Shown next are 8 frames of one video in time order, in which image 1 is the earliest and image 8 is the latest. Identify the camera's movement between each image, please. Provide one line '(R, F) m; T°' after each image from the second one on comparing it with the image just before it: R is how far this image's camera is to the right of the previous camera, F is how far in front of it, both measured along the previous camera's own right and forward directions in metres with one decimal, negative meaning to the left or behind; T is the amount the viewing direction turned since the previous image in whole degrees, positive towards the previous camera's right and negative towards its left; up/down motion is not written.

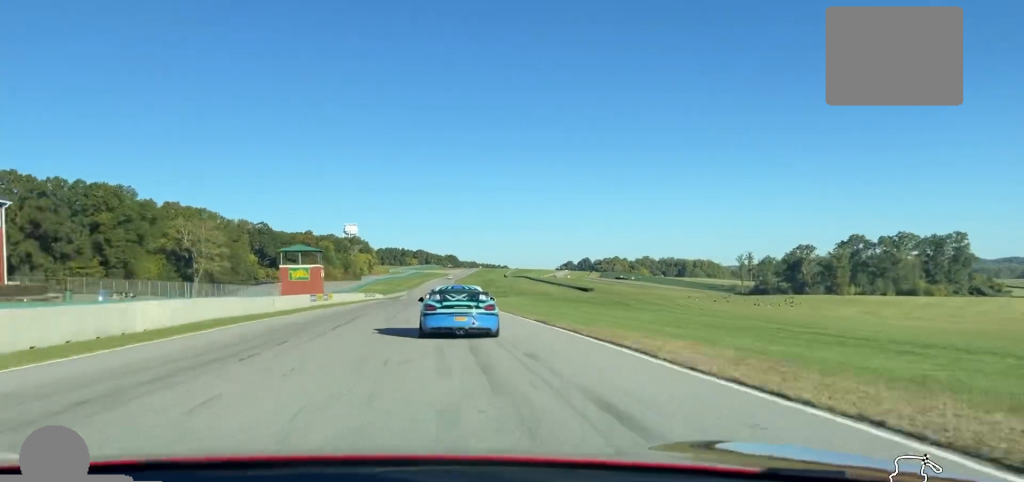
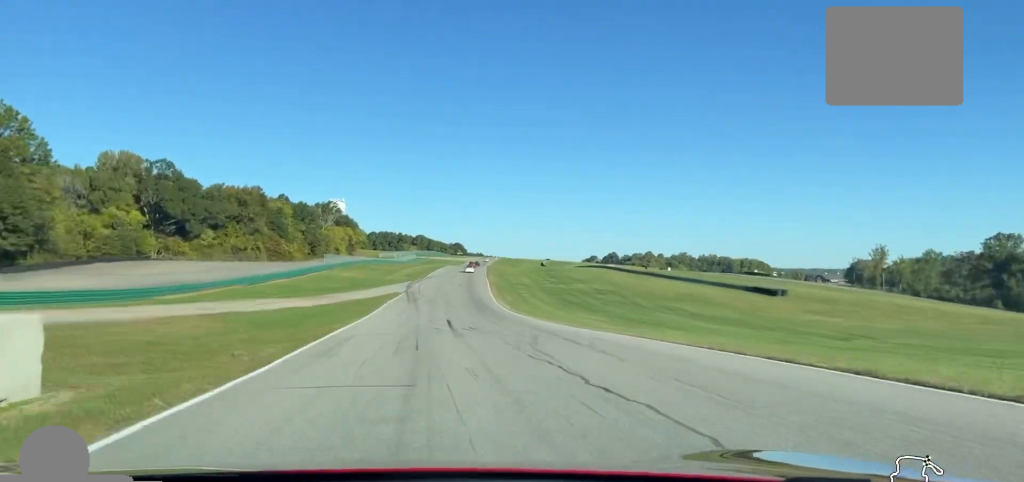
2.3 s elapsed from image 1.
(-1.9, +141.8) m; +1°
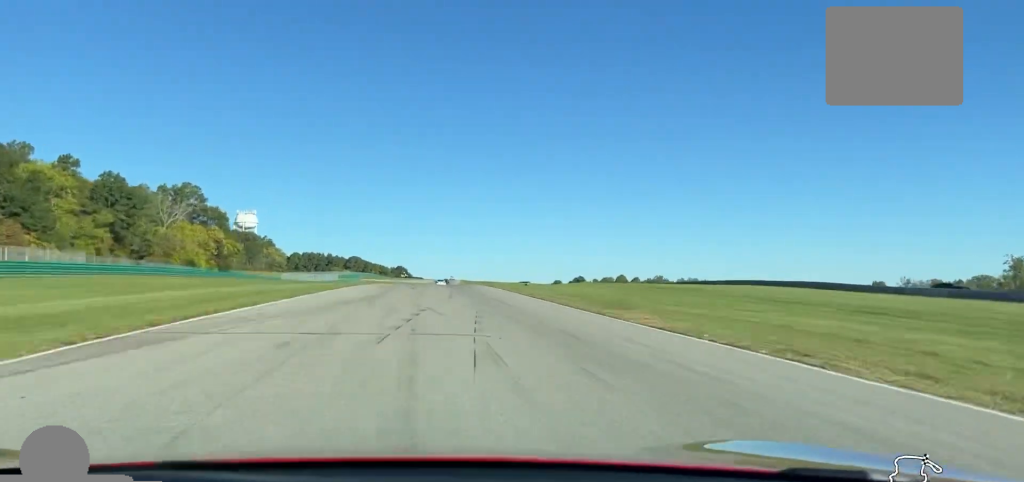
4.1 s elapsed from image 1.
(+4.4, +121.3) m; +4°
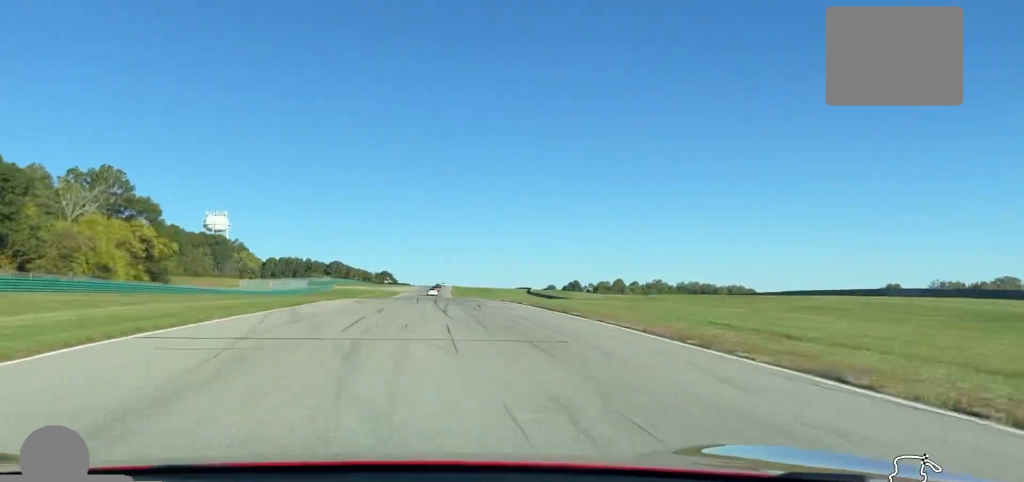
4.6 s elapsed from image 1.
(-1.0, +38.1) m; +2°
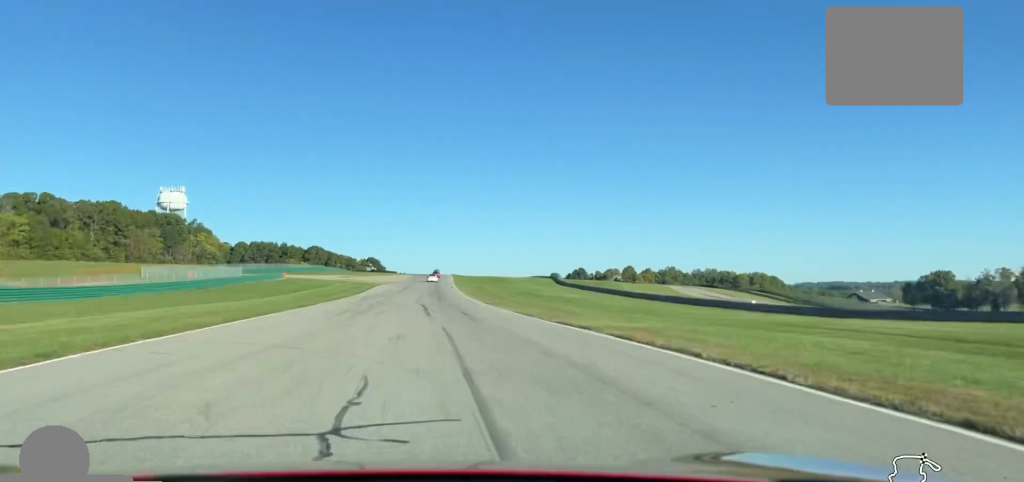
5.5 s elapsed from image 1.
(+3.3, +66.2) m; +1°
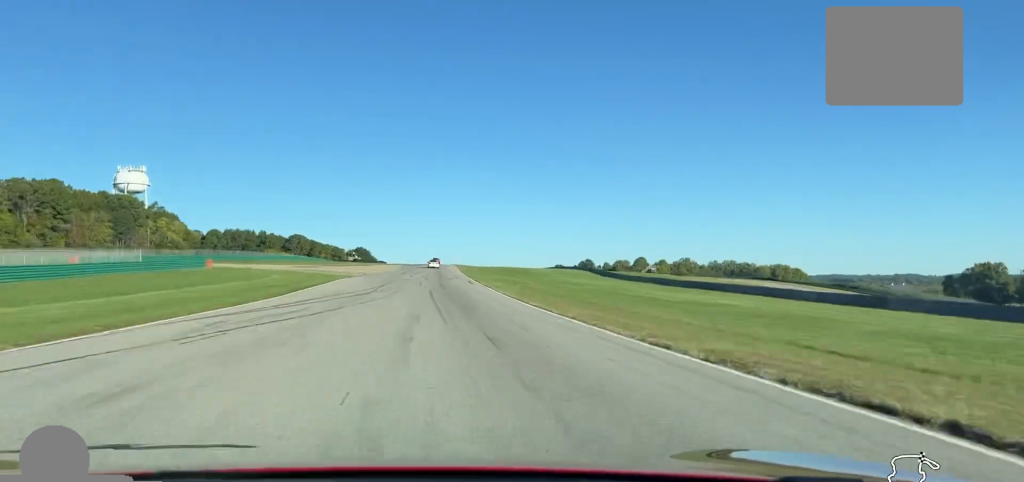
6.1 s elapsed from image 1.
(-0.5, +46.9) m; 0°
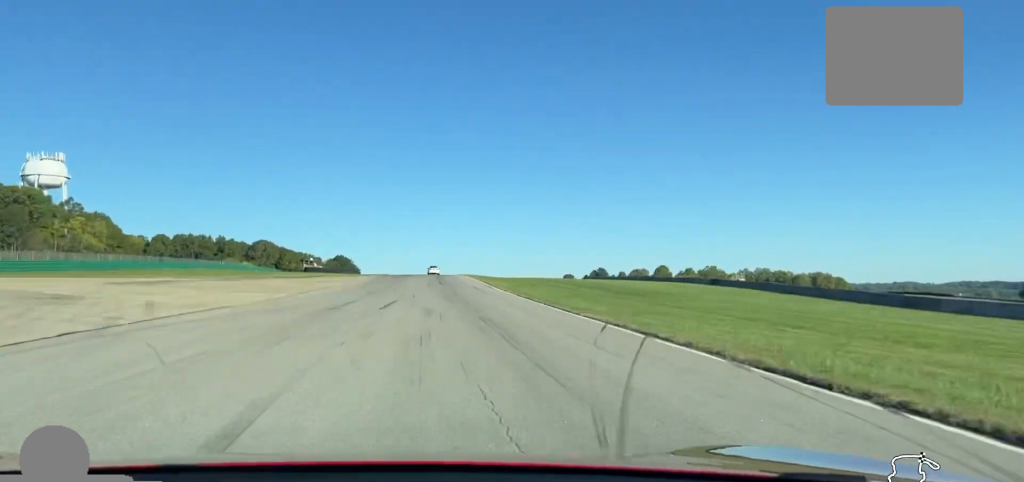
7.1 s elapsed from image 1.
(-0.8, +71.4) m; 0°
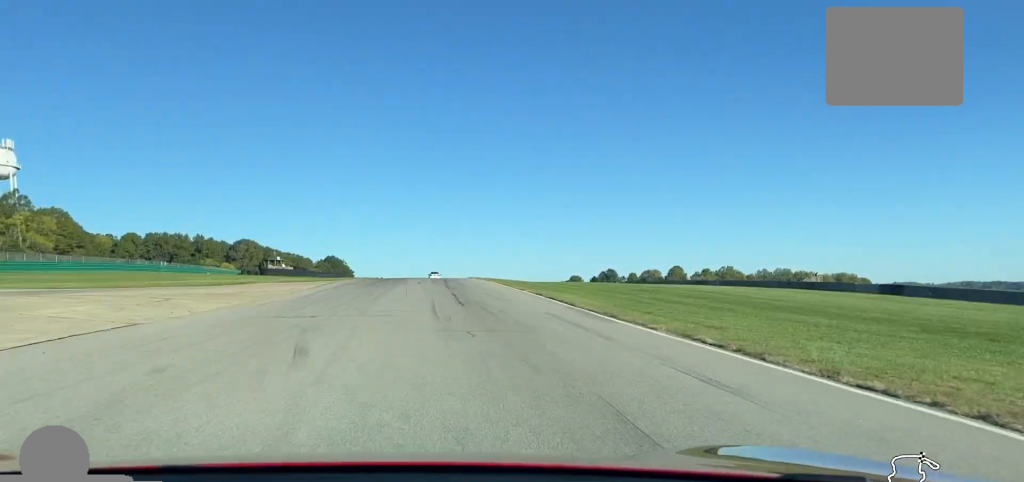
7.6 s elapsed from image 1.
(0.0, +34.4) m; 0°
